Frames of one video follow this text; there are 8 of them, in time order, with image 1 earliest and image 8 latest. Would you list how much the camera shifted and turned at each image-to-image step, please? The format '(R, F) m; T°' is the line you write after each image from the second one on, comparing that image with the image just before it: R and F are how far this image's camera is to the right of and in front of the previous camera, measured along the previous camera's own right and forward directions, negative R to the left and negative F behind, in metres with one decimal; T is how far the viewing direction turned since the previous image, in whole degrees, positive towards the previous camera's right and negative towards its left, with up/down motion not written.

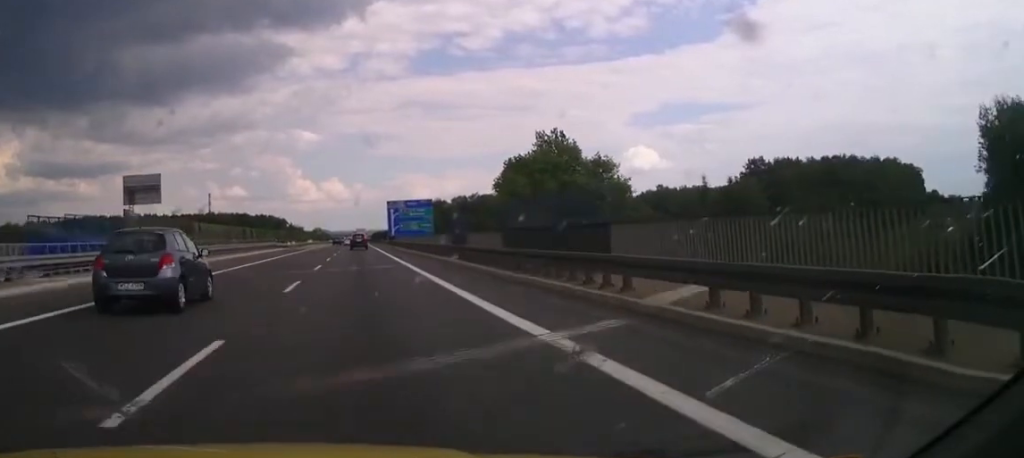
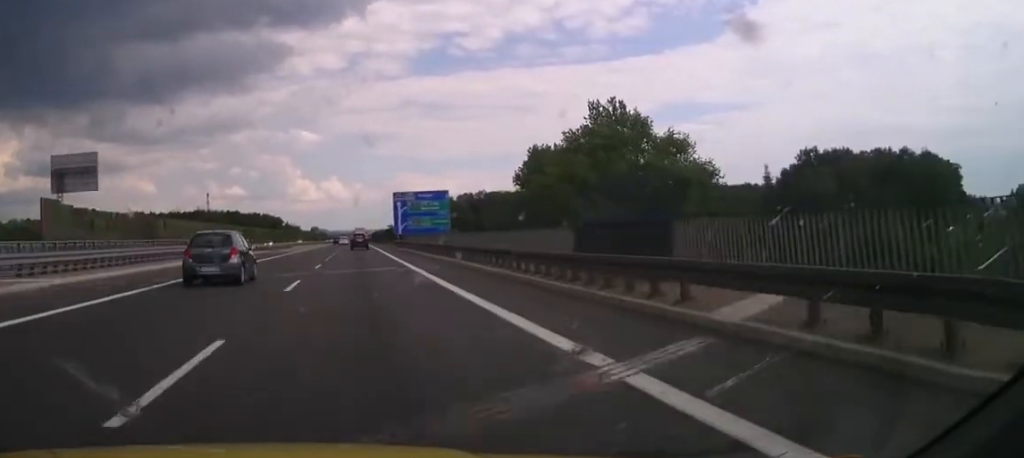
(0.0, +23.5) m; 0°
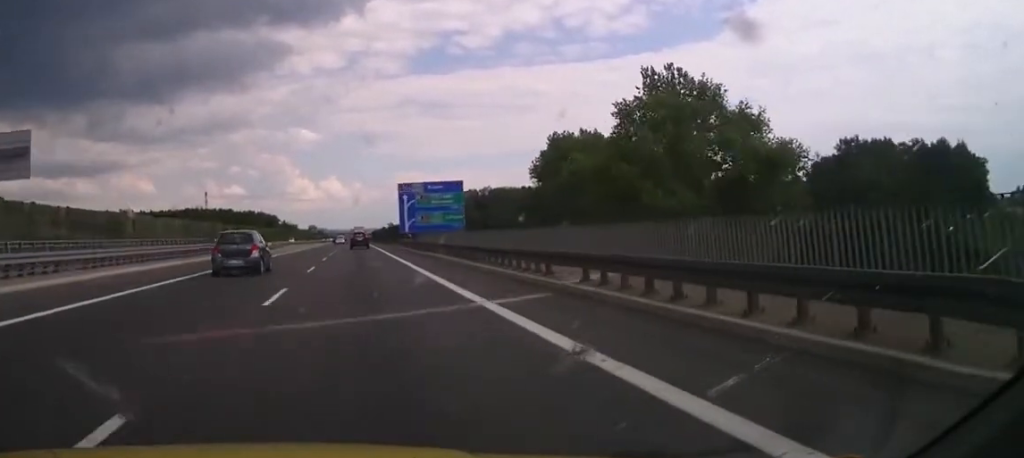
(-0.1, +15.4) m; 0°
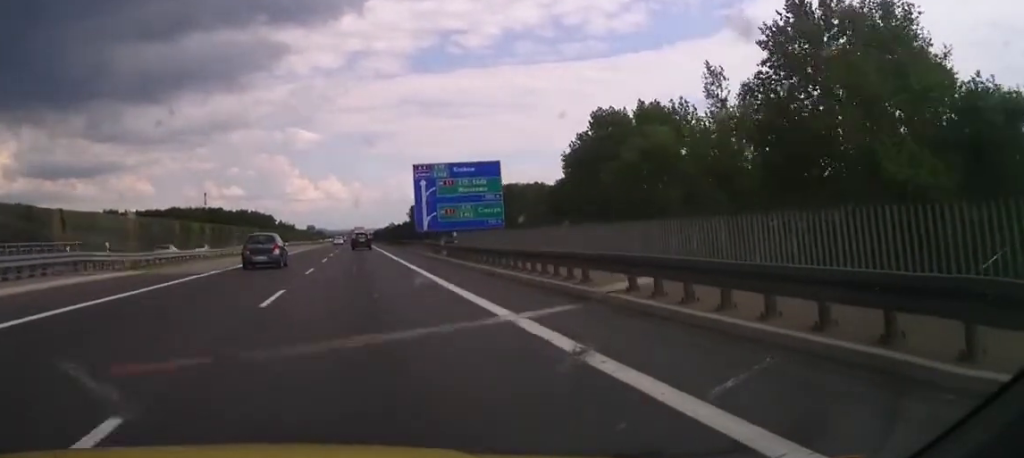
(0.0, +23.8) m; +1°
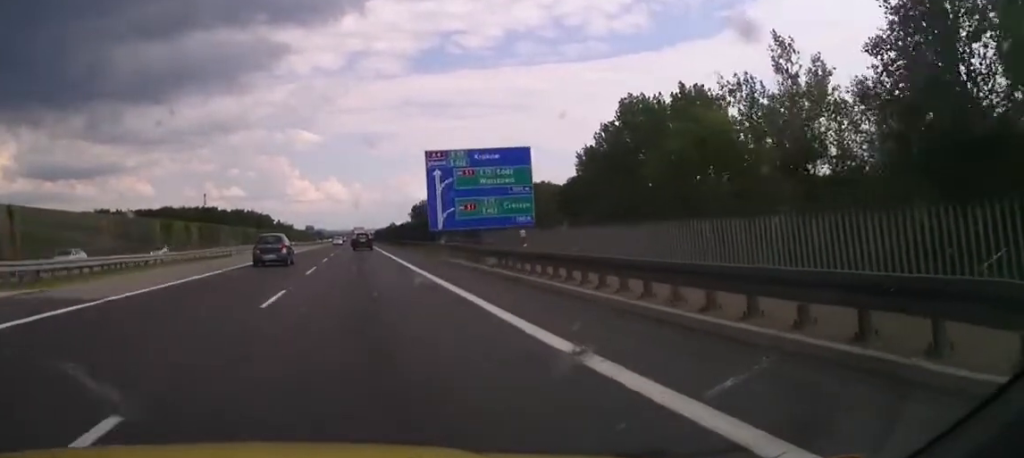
(-0.1, +12.0) m; 0°
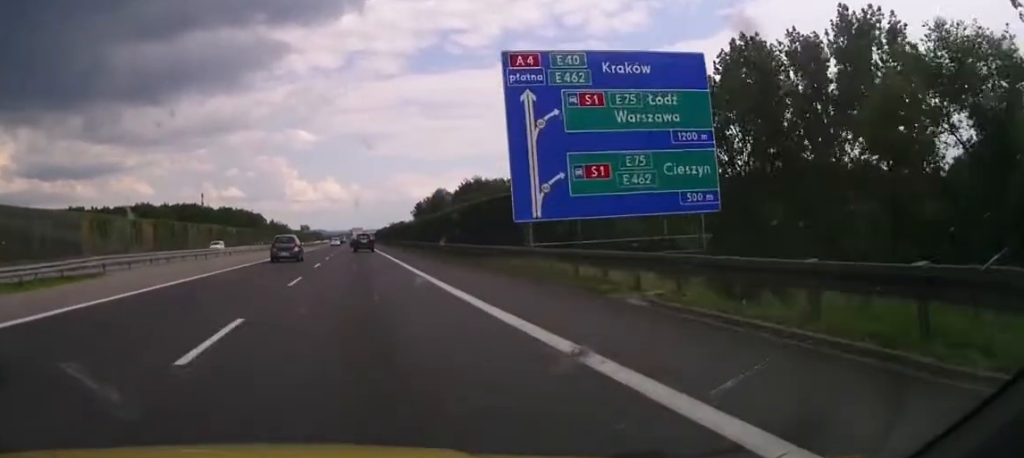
(+0.4, +30.8) m; 0°
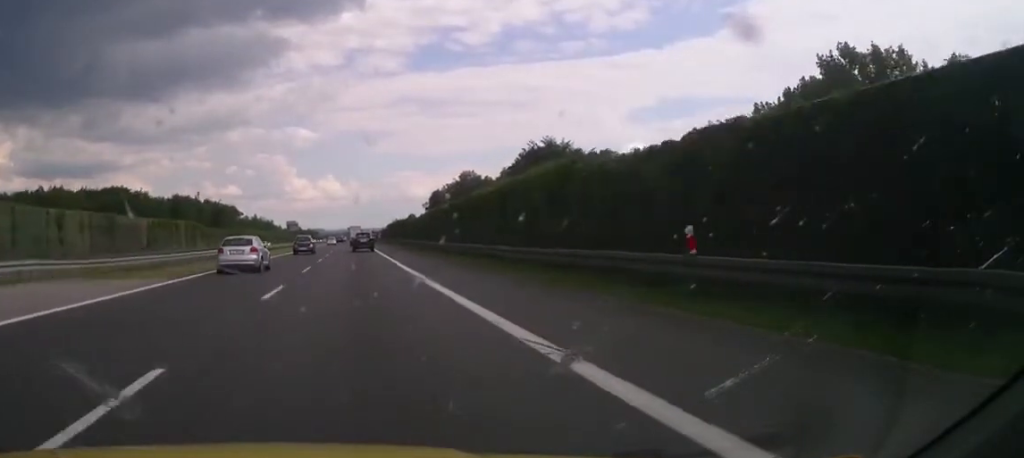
(-1.1, +77.3) m; 0°
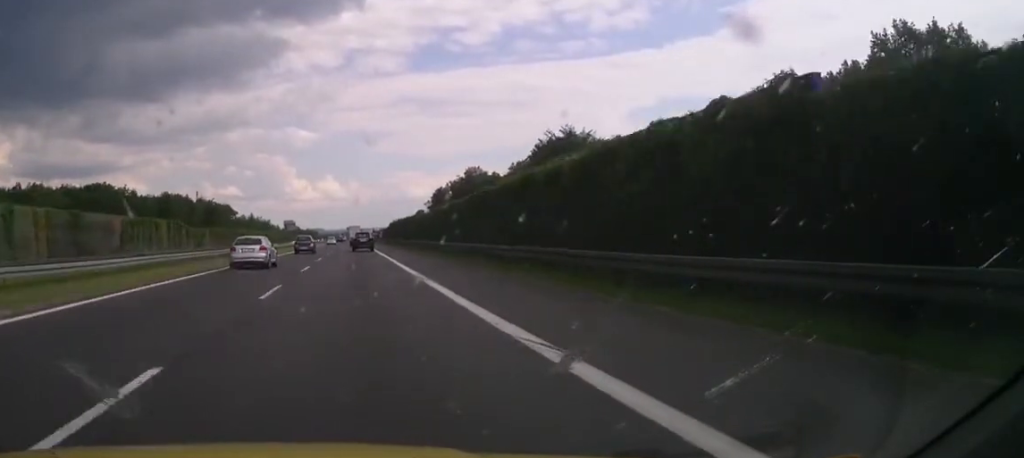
(-0.1, +11.9) m; 0°
